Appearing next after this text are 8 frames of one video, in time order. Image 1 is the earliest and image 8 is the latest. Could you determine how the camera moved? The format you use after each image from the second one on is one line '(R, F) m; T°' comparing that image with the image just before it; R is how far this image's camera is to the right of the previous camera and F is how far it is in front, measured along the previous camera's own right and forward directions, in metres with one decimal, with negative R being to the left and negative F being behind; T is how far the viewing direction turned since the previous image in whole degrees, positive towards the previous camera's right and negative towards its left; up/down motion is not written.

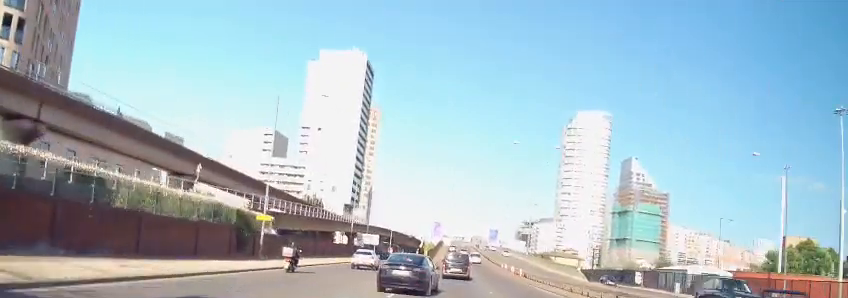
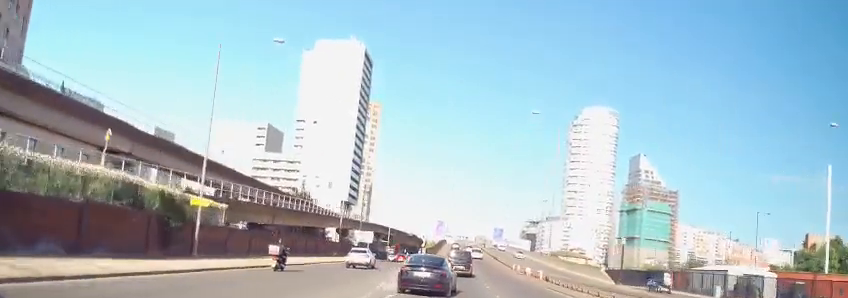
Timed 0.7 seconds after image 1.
(-0.1, +10.2) m; -1°
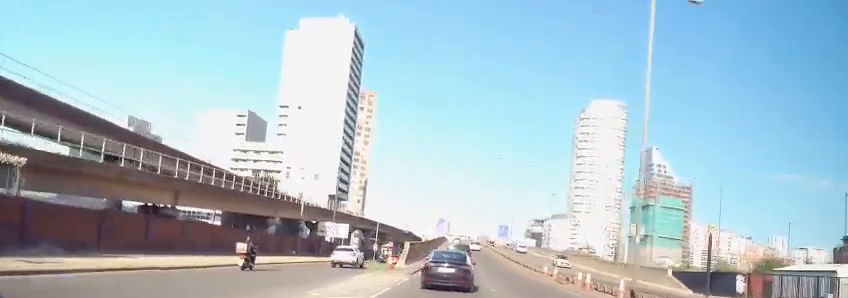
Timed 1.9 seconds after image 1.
(-0.1, +19.0) m; 0°
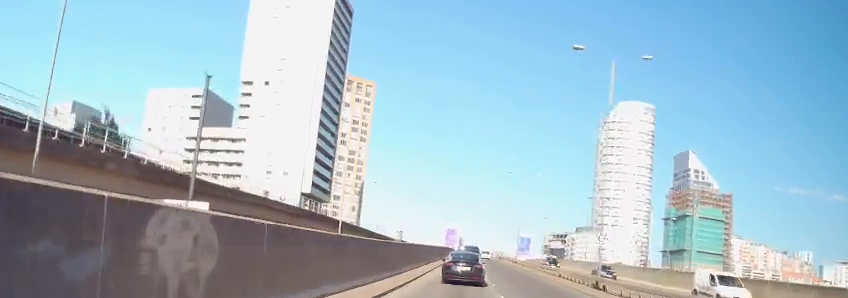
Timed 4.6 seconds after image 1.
(-0.1, +38.5) m; 0°
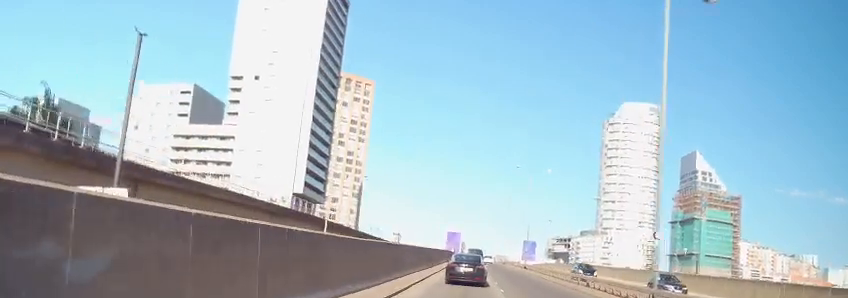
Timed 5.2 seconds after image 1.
(0.0, +7.3) m; 0°
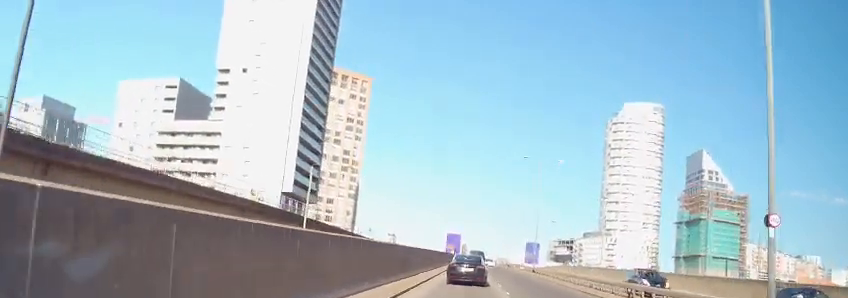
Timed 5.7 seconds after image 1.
(0.0, +7.3) m; 0°
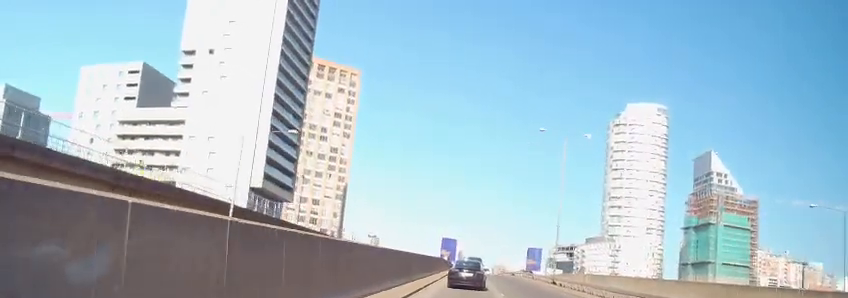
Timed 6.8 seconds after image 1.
(0.0, +14.4) m; 0°
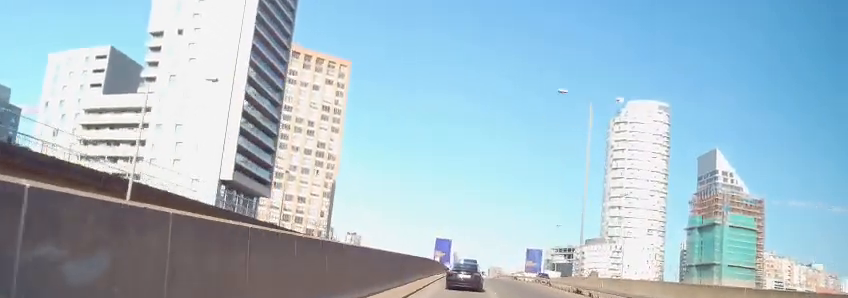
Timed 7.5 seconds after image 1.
(0.0, +10.4) m; 0°
